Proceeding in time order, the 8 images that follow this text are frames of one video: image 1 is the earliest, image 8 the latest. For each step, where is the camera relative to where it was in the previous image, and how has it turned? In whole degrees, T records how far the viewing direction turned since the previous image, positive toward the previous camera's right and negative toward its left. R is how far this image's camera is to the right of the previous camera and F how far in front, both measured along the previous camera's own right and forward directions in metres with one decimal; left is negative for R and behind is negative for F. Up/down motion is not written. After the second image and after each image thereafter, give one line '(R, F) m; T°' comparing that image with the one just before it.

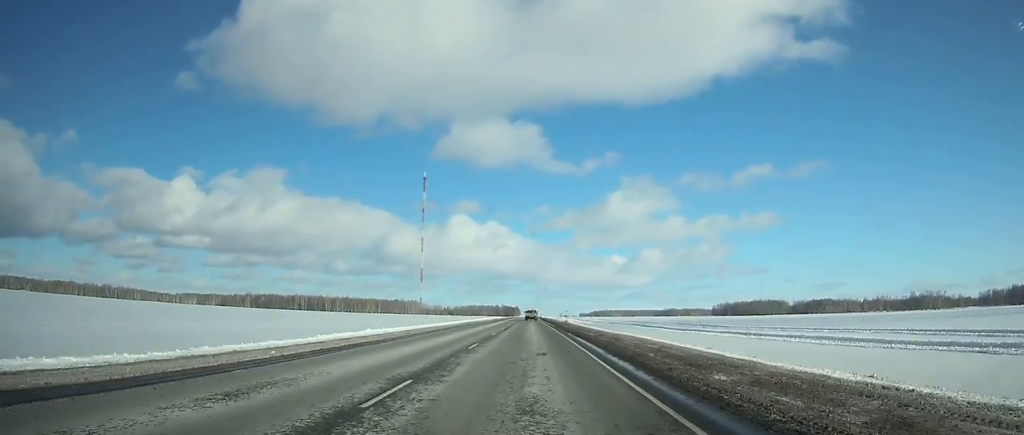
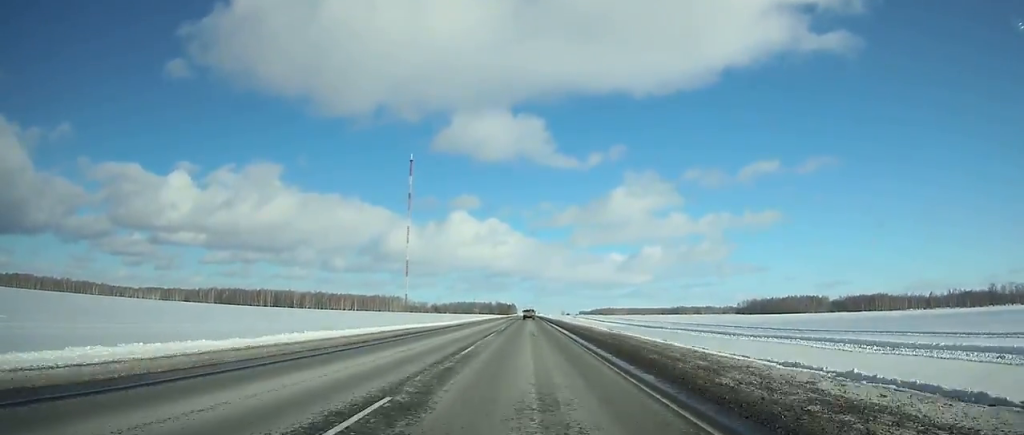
(-0.1, +111.2) m; 0°
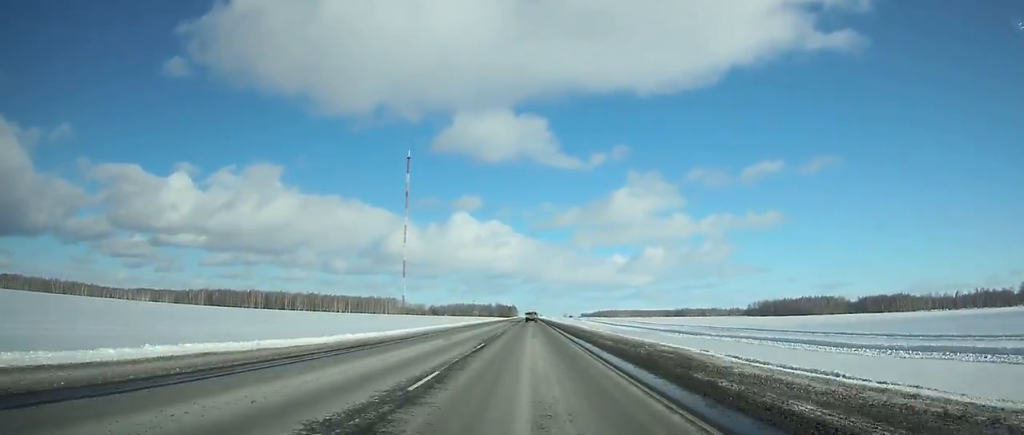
(0.0, +32.3) m; 0°
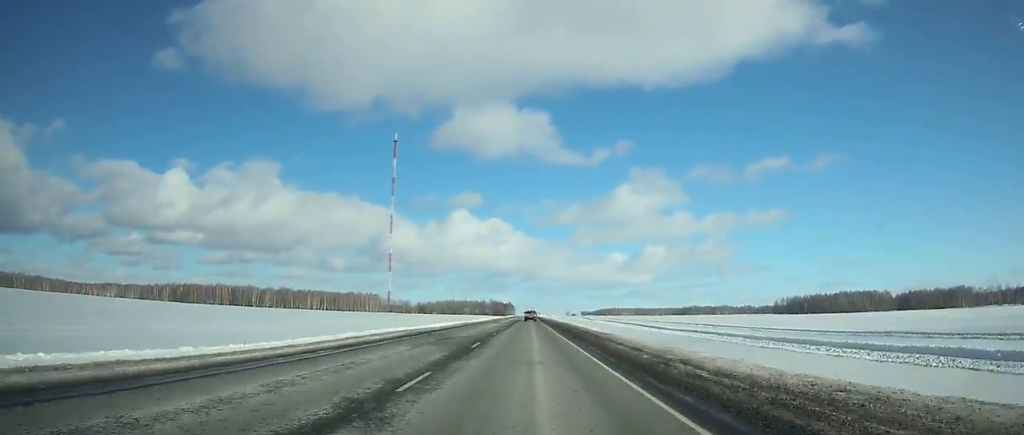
(-0.1, +83.7) m; 0°
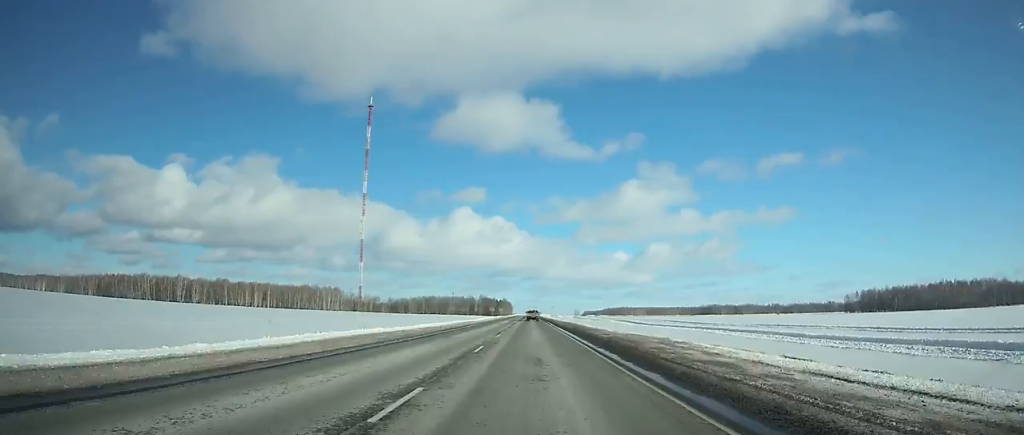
(0.0, +146.9) m; 0°
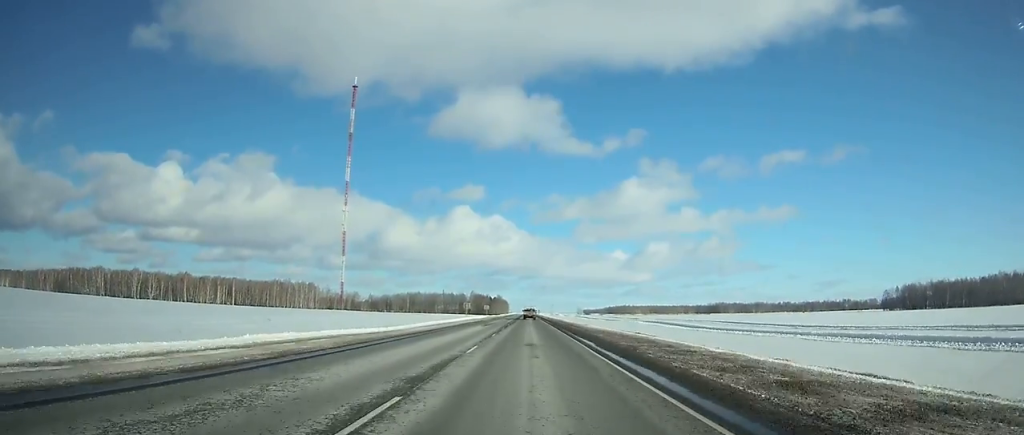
(+0.1, +62.5) m; 0°
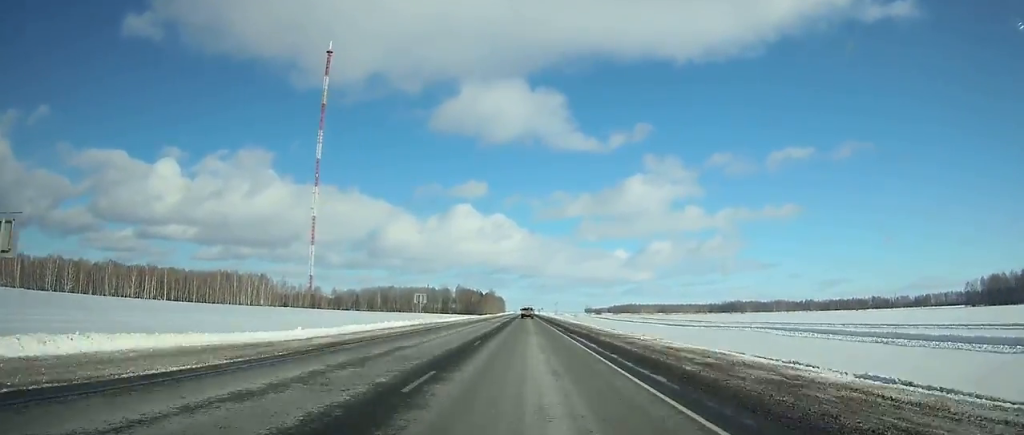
(0.0, +91.9) m; 0°
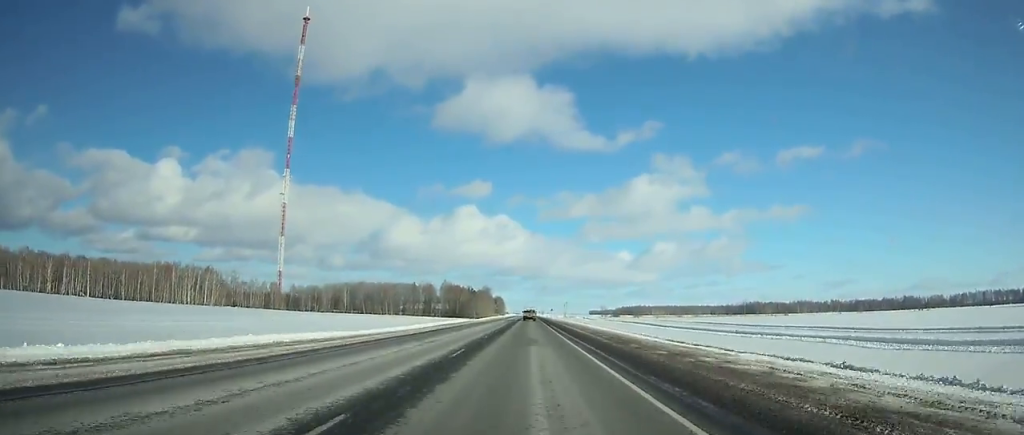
(0.0, +77.4) m; 0°
